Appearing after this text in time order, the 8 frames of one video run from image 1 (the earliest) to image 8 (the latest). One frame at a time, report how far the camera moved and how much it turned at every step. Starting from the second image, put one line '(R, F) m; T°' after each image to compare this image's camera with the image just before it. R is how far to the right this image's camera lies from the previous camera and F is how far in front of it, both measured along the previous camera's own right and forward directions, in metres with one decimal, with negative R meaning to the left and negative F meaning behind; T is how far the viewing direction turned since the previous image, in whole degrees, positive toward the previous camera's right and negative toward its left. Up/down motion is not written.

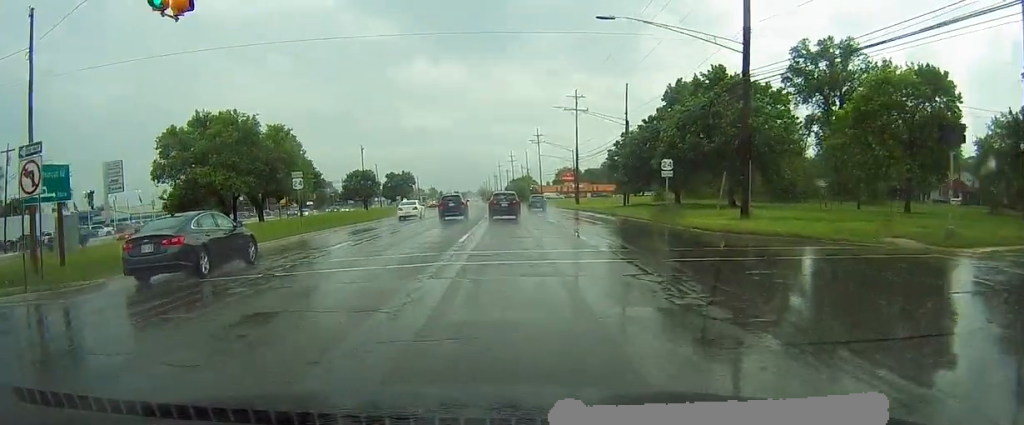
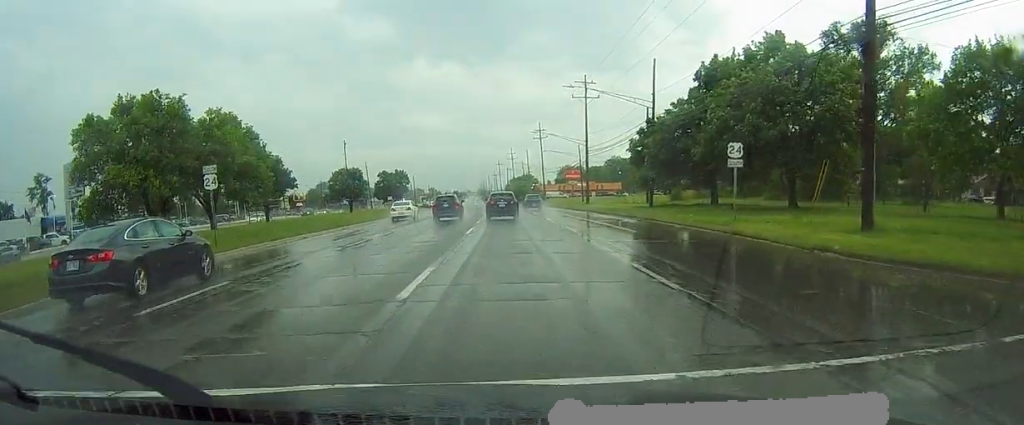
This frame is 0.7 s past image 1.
(+0.2, +11.3) m; +1°
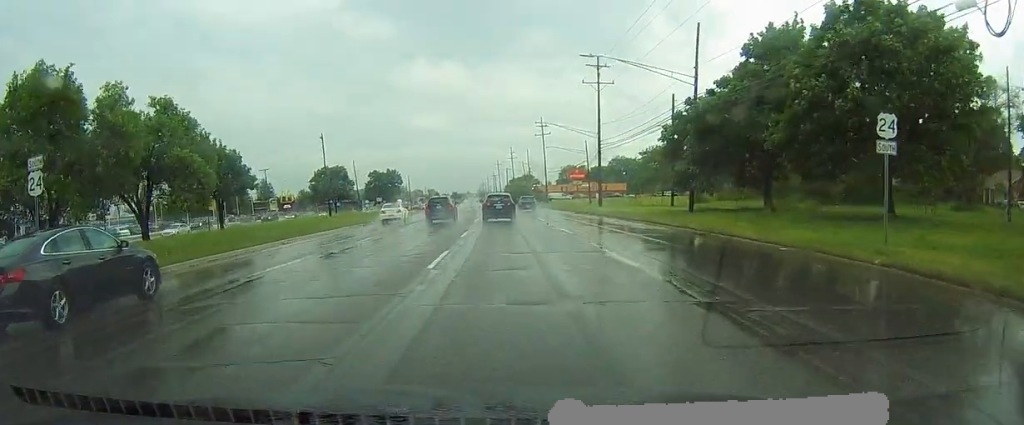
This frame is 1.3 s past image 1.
(0.0, +11.3) m; 0°
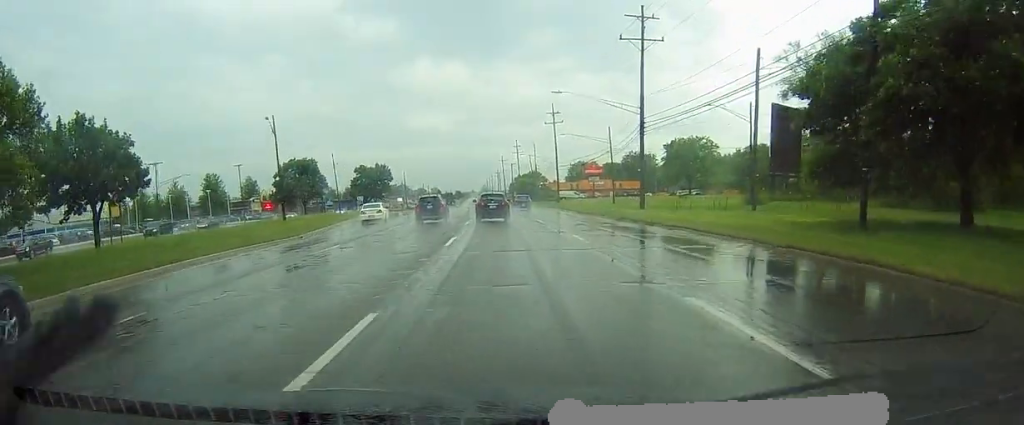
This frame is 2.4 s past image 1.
(-0.3, +19.5) m; -1°
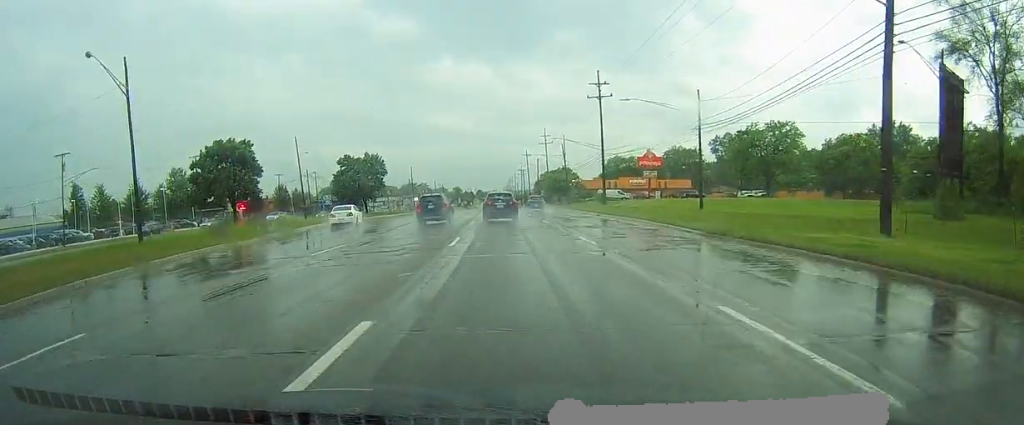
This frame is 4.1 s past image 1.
(-0.3, +31.0) m; -1°
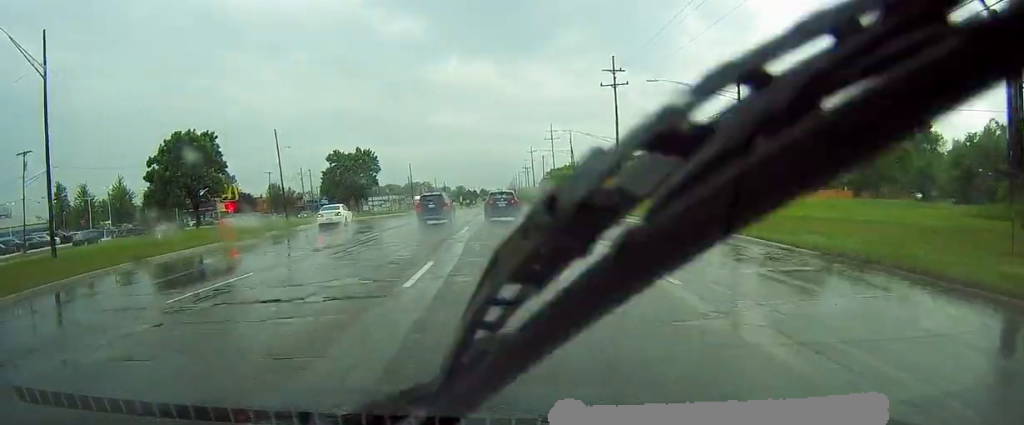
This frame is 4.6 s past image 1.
(0.0, +8.8) m; -1°
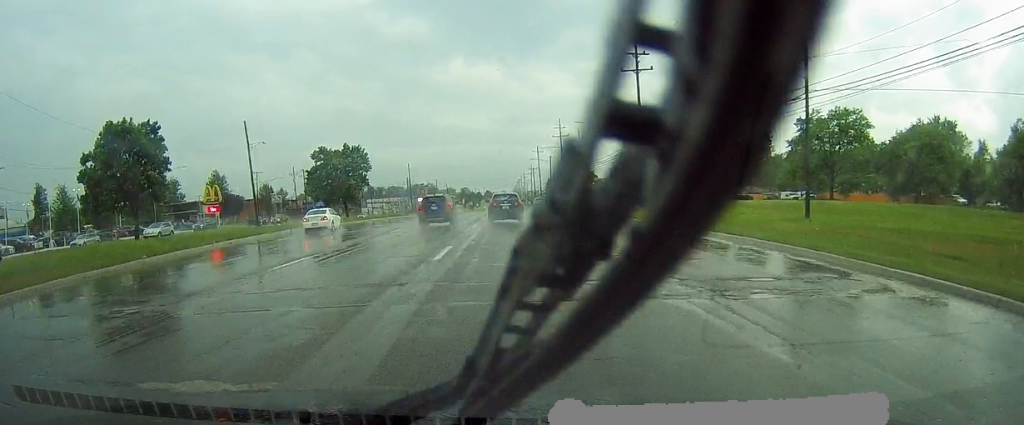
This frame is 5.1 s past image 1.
(-0.1, +10.5) m; -1°
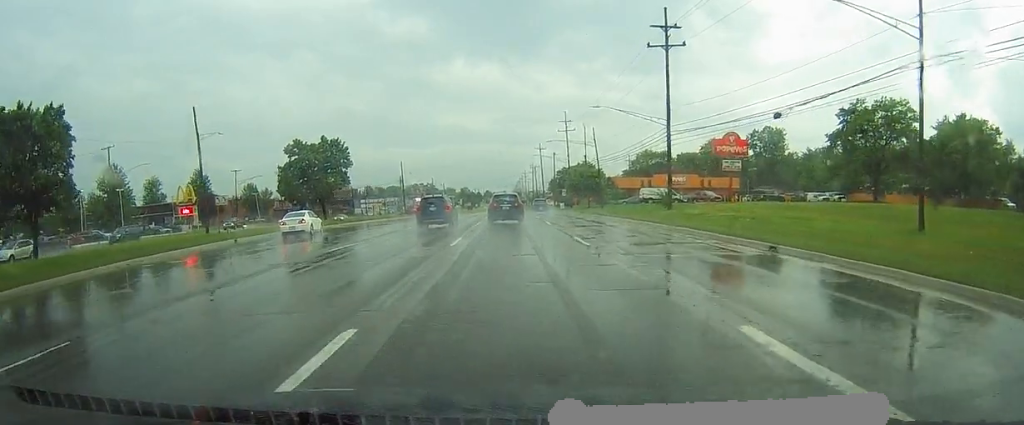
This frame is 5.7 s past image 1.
(-0.2, +11.6) m; -1°
